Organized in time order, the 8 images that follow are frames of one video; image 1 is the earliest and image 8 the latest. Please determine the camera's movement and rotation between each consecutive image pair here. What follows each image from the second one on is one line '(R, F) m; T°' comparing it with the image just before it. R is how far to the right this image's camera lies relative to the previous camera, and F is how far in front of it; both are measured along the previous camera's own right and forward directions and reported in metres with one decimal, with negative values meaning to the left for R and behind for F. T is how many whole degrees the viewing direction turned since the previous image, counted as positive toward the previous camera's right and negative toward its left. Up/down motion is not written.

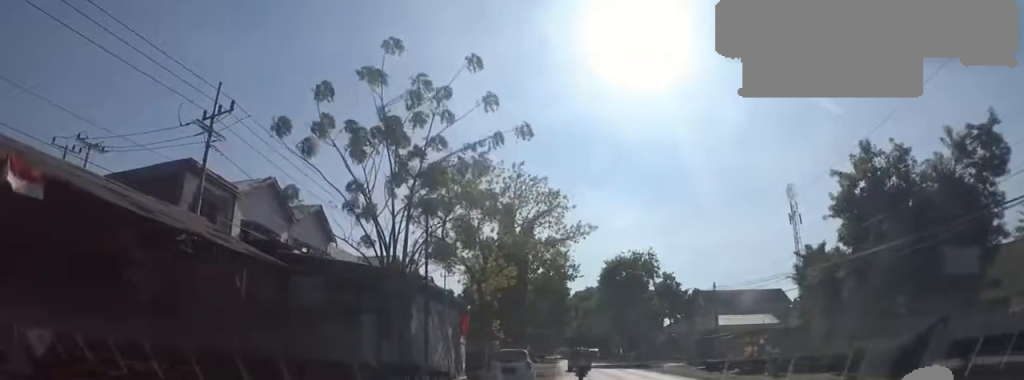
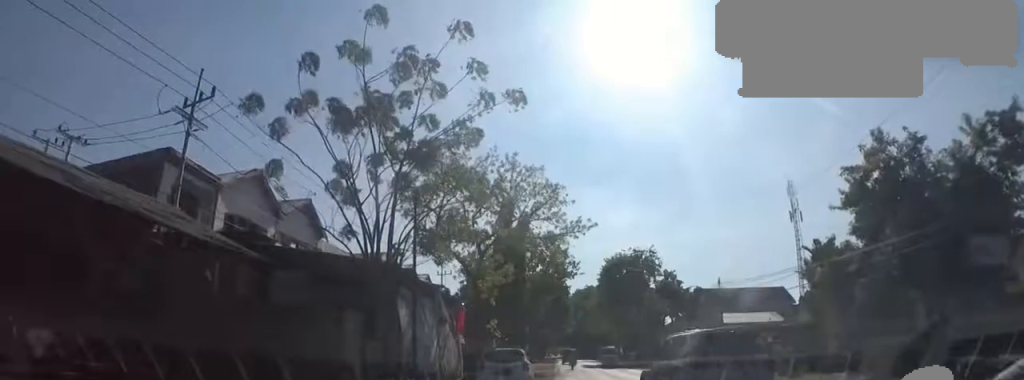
(0.0, +1.1) m; 0°
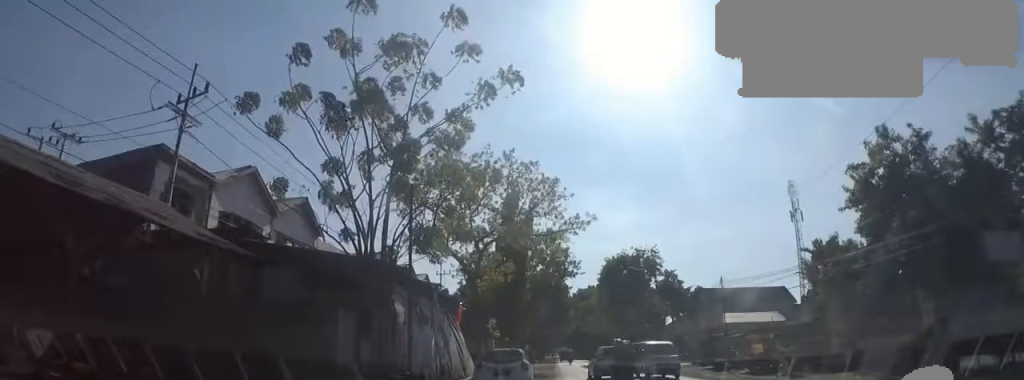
(0.0, +0.6) m; 0°
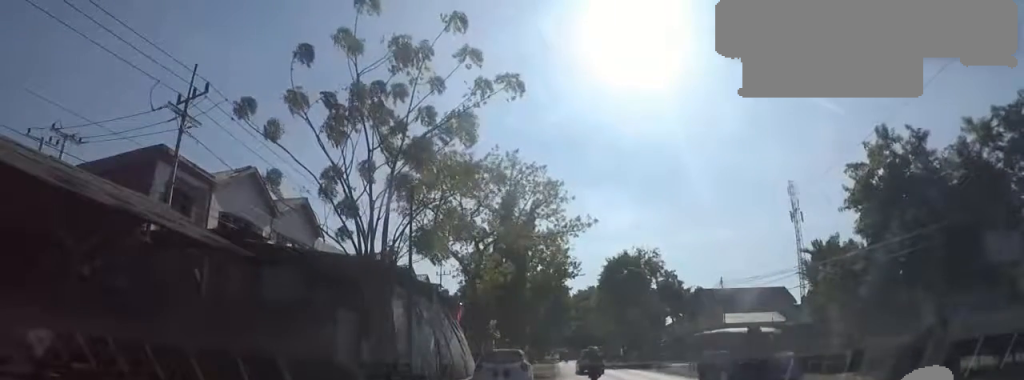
(0.0, +0.2) m; 0°
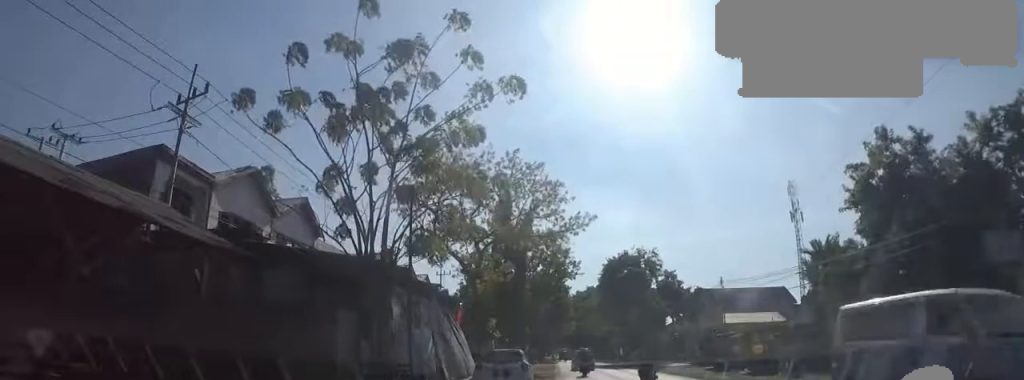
(0.0, 0.0) m; 0°
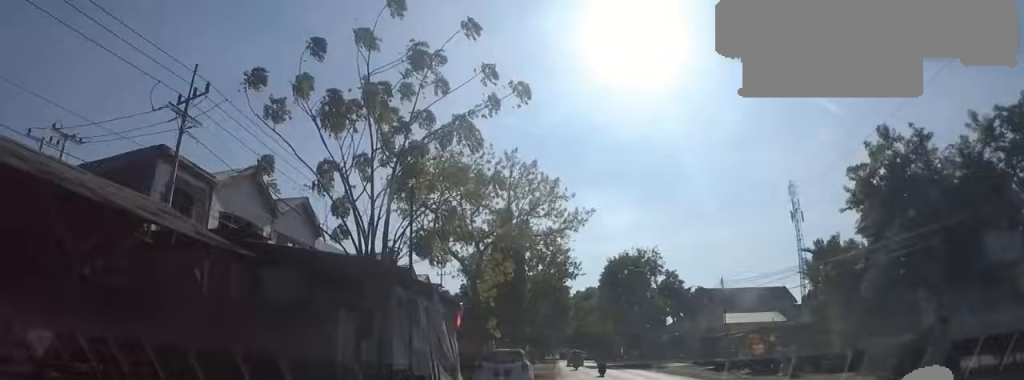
(0.0, +0.6) m; 0°
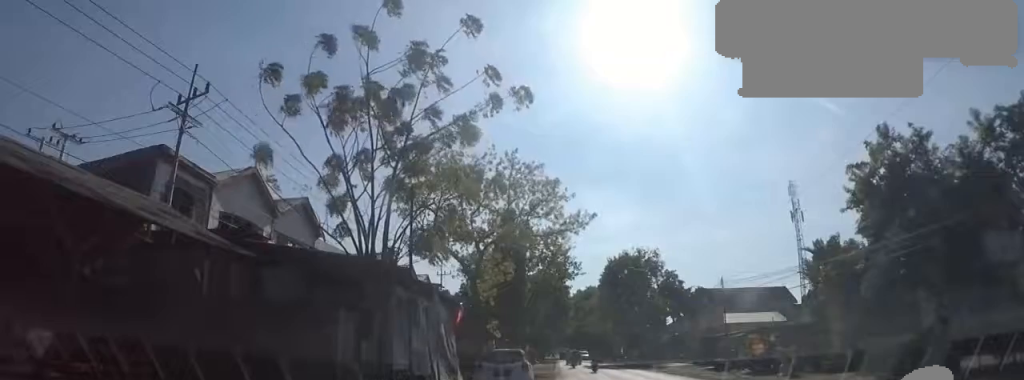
(0.0, +0.7) m; 0°
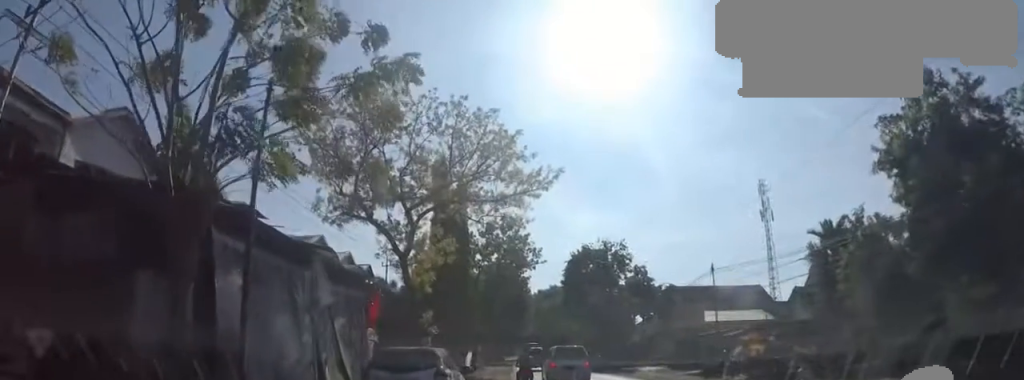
(0.0, +4.8) m; +1°
